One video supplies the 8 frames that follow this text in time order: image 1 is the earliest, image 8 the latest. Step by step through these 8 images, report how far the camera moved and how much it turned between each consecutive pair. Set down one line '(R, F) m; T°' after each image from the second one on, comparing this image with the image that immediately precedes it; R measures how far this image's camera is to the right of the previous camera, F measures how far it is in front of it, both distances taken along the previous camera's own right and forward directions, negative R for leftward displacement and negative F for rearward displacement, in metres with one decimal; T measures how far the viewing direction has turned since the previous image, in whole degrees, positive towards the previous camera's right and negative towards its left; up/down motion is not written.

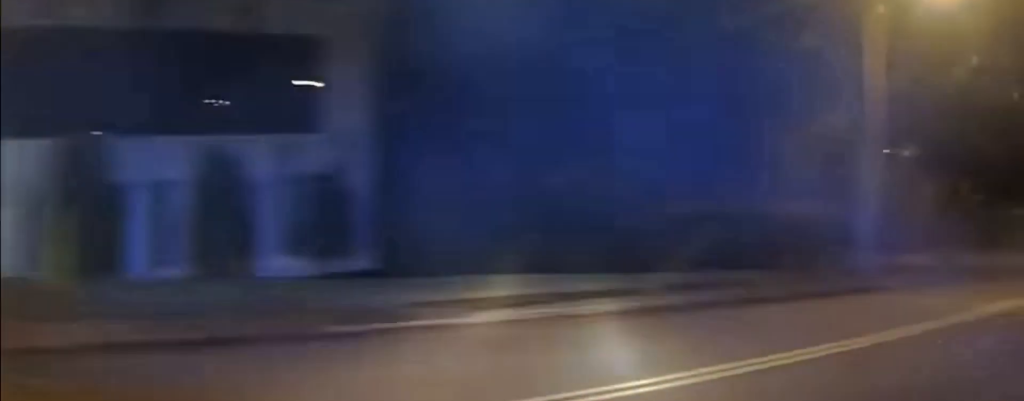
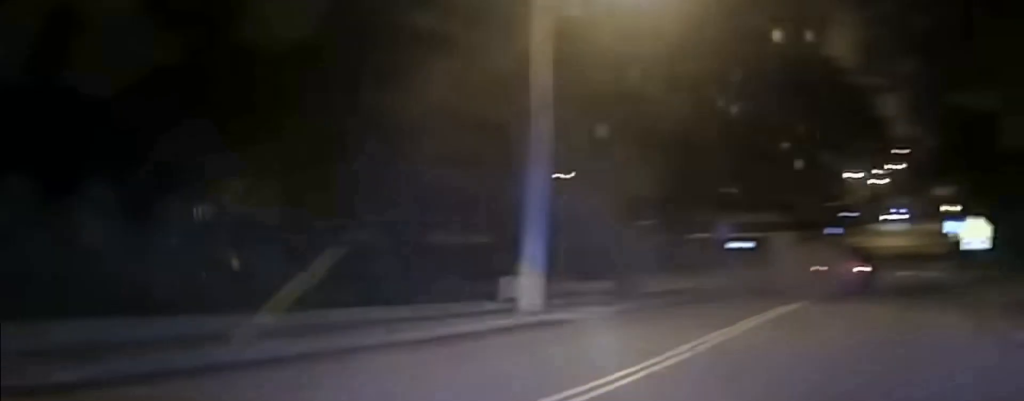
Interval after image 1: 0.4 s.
(-0.1, +5.2) m; +20°
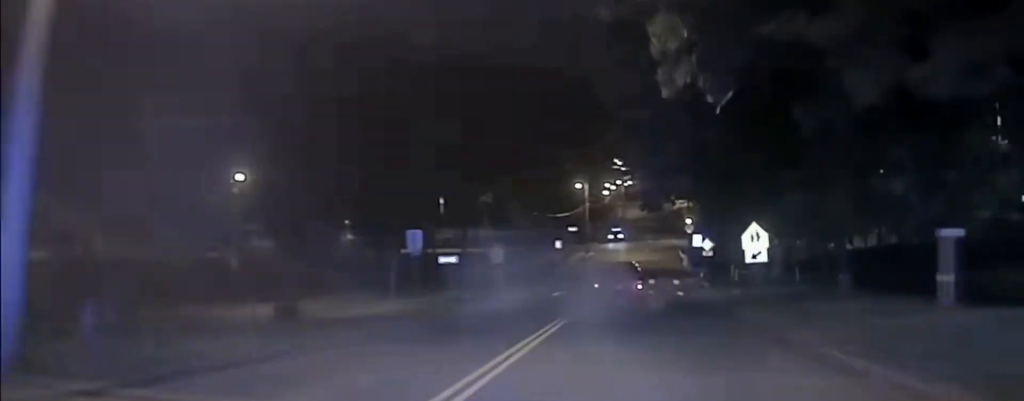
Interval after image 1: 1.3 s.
(+4.1, +12.1) m; +17°
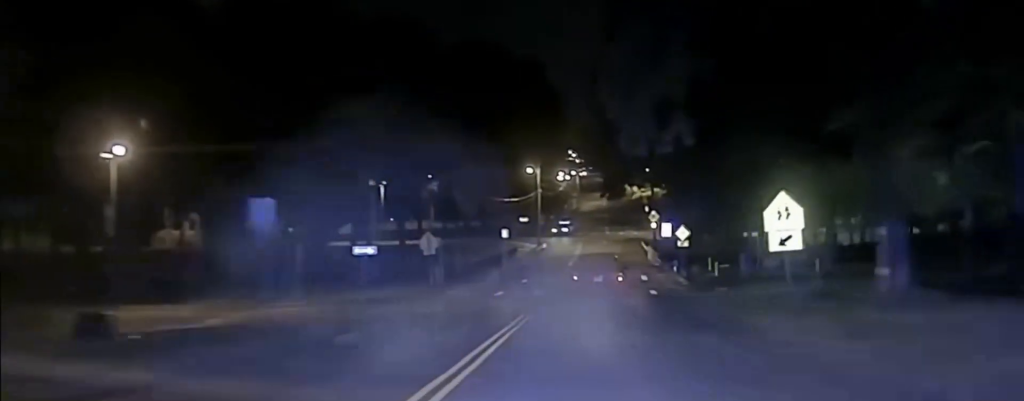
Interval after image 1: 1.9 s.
(+0.3, +10.0) m; +2°
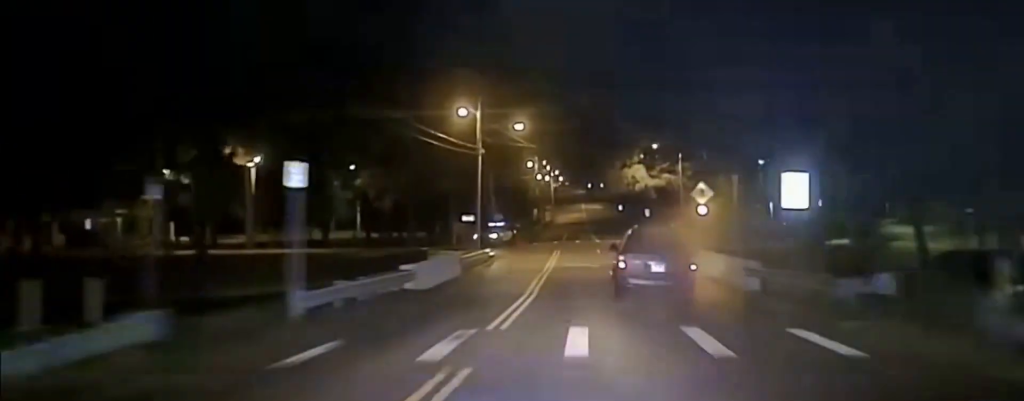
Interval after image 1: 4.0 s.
(0.0, +32.2) m; 0°
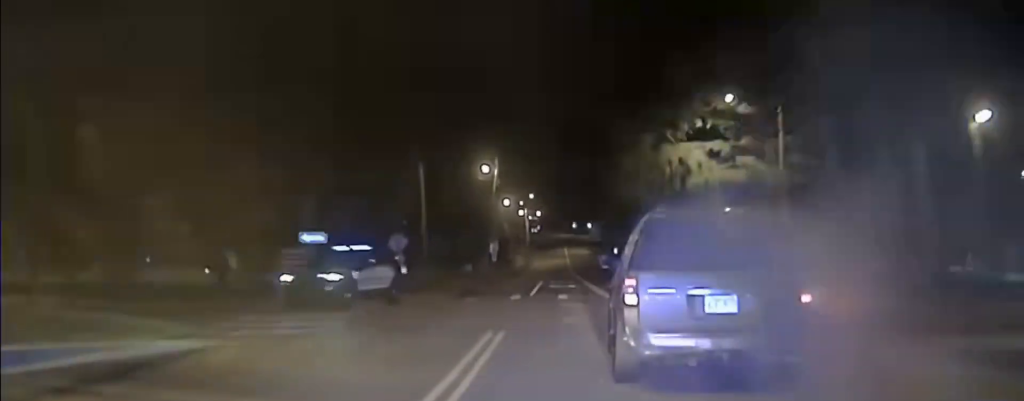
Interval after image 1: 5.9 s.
(+1.7, +34.4) m; +6°
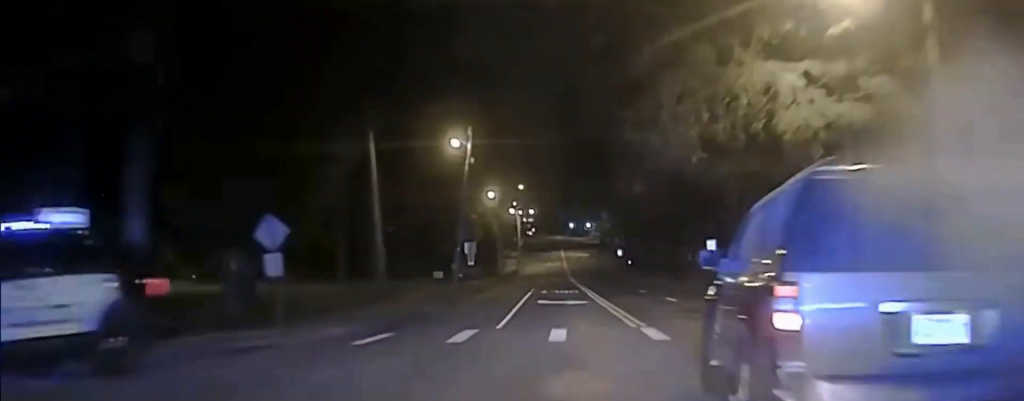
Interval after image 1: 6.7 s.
(+0.5, +18.3) m; +2°
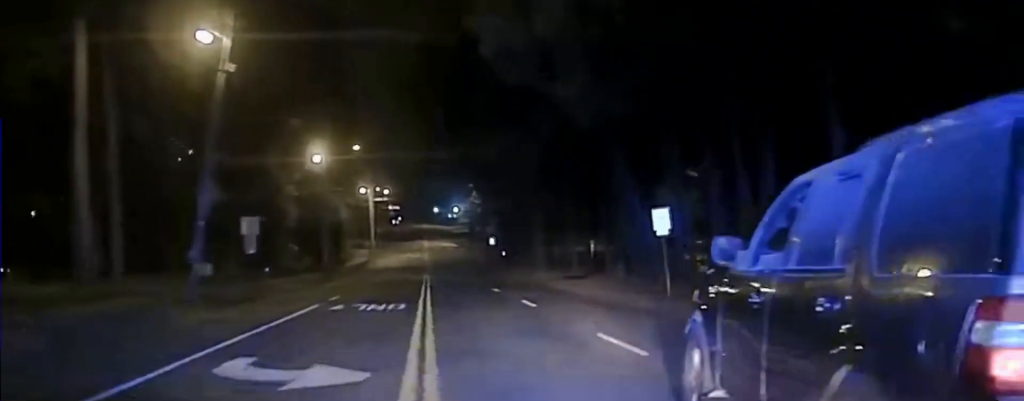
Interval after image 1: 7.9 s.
(0.0, +24.9) m; +2°
